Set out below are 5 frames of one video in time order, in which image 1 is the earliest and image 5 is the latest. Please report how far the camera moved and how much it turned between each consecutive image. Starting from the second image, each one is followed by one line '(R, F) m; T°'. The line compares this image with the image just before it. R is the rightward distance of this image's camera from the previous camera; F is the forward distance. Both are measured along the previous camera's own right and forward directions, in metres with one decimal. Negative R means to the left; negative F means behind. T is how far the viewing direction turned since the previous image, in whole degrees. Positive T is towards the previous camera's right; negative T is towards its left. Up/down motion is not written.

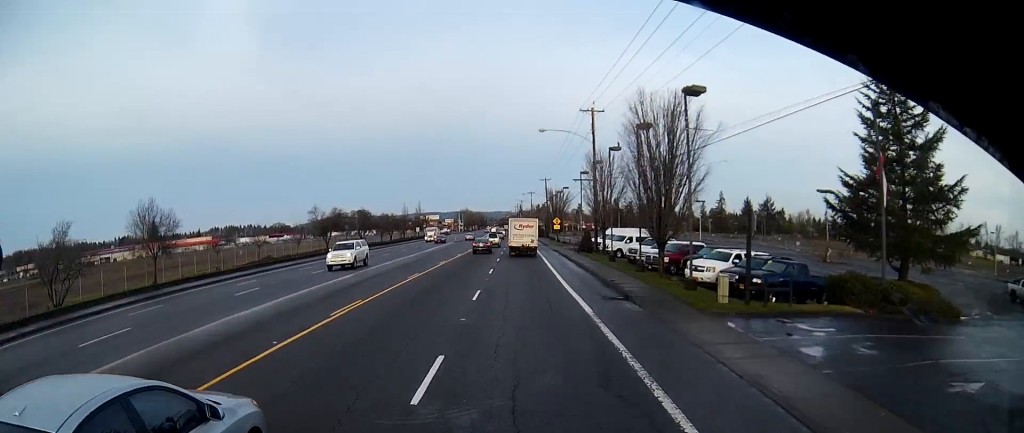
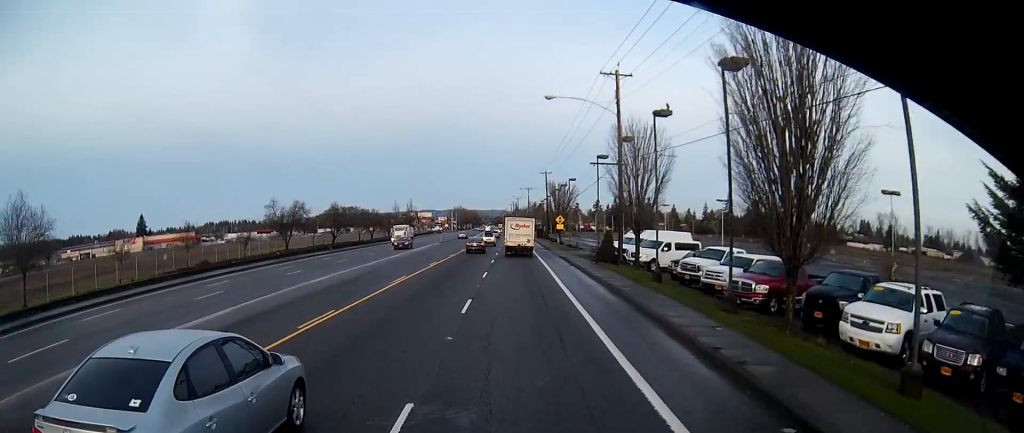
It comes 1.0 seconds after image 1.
(+0.2, +15.3) m; +1°
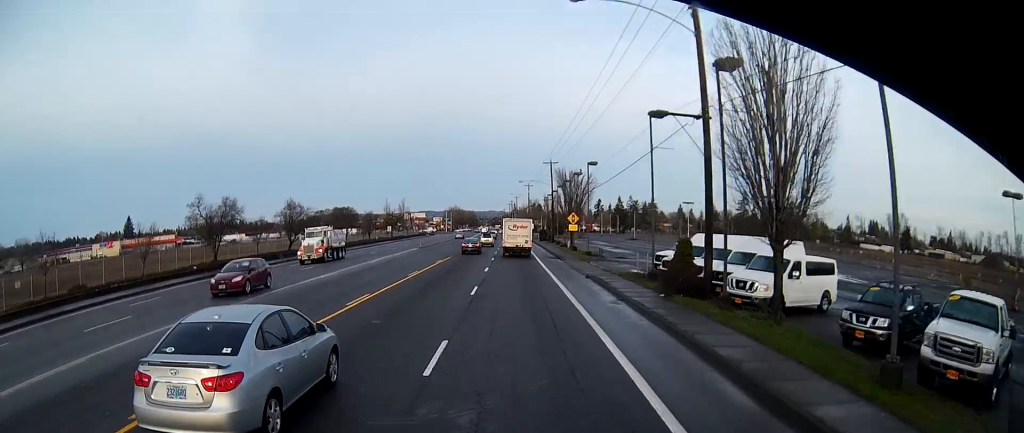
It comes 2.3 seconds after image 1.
(-0.1, +19.7) m; 0°
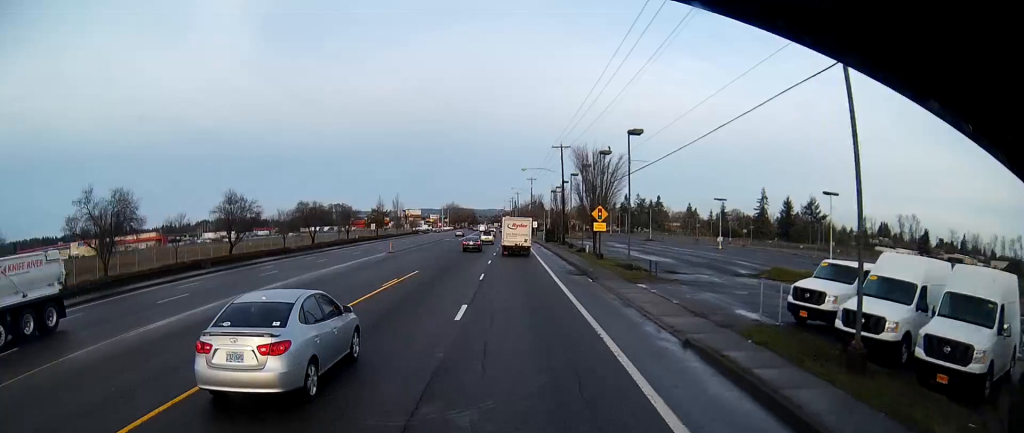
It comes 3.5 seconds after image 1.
(+0.3, +18.4) m; +2°
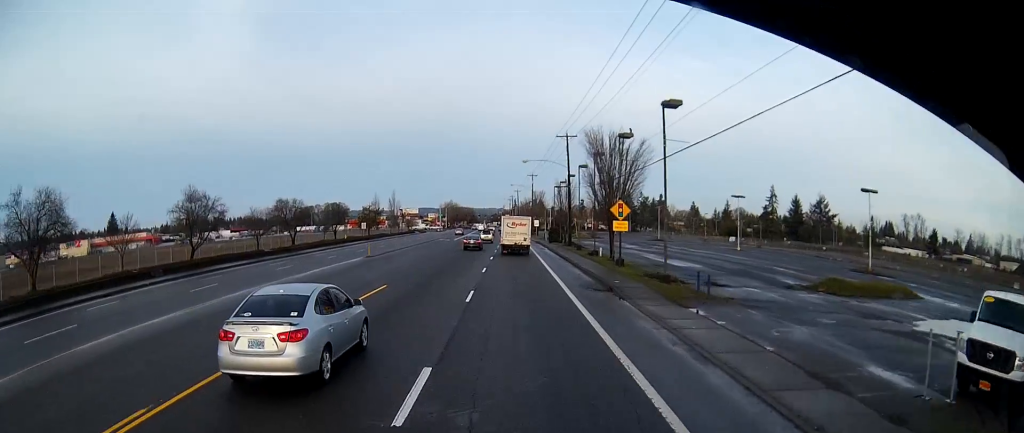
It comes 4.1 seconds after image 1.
(0.0, +8.5) m; 0°
